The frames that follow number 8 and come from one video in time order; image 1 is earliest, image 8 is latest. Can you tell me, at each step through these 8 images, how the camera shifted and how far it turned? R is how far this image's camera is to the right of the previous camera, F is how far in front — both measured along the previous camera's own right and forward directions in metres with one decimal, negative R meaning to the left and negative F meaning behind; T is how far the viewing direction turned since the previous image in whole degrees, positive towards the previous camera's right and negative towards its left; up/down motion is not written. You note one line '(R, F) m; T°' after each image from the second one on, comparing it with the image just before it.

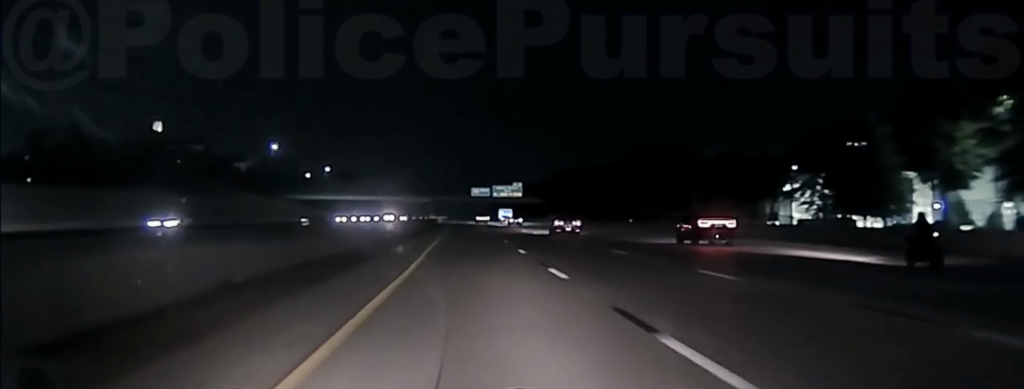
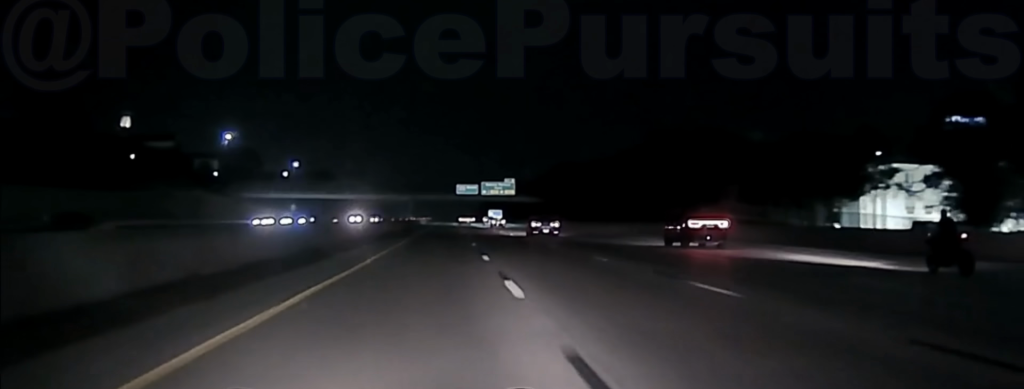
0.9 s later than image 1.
(+0.3, +28.2) m; 0°
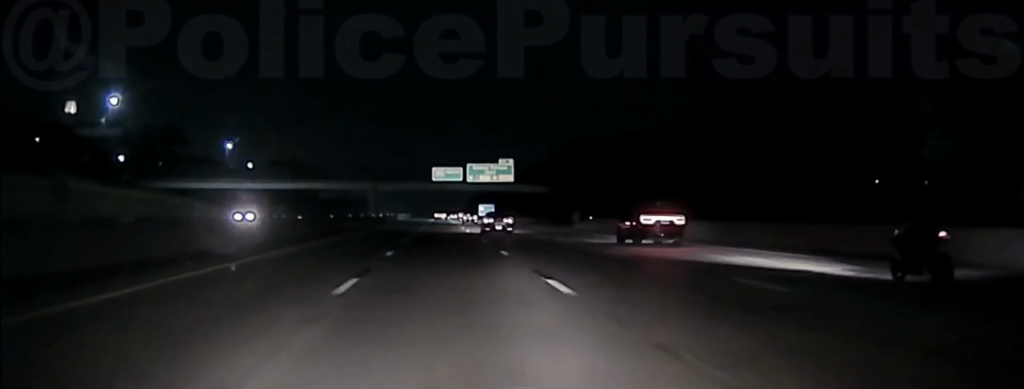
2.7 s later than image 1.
(-0.3, +50.6) m; 0°
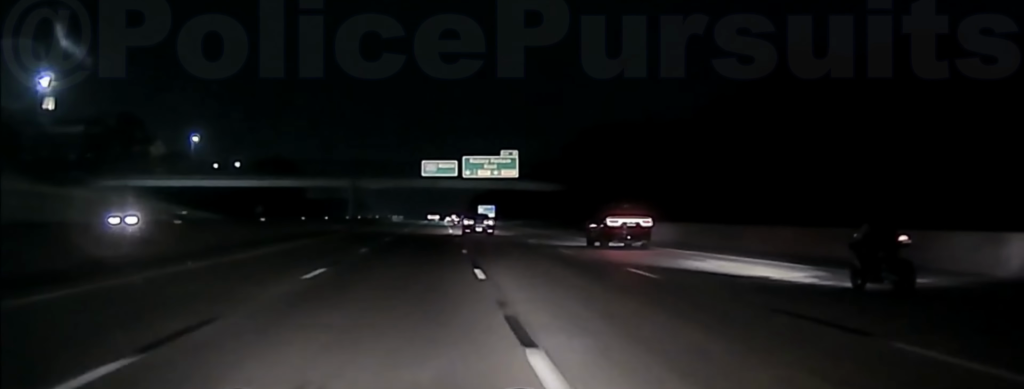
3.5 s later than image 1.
(+0.3, +20.7) m; +1°
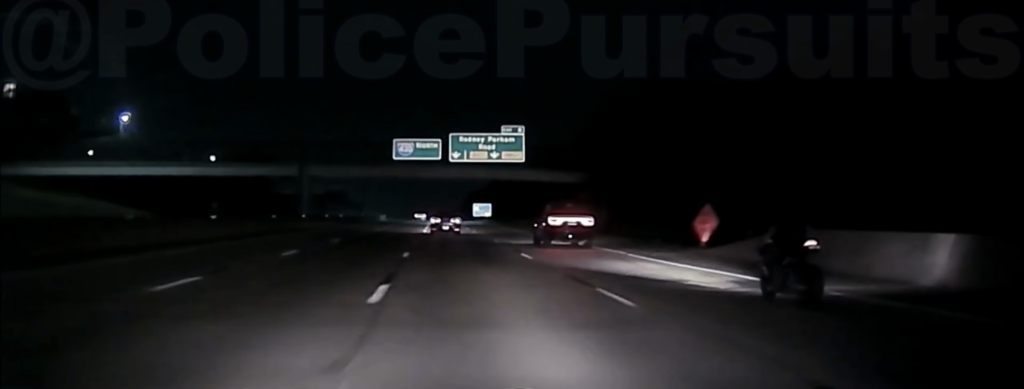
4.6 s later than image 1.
(+0.2, +27.9) m; -1°
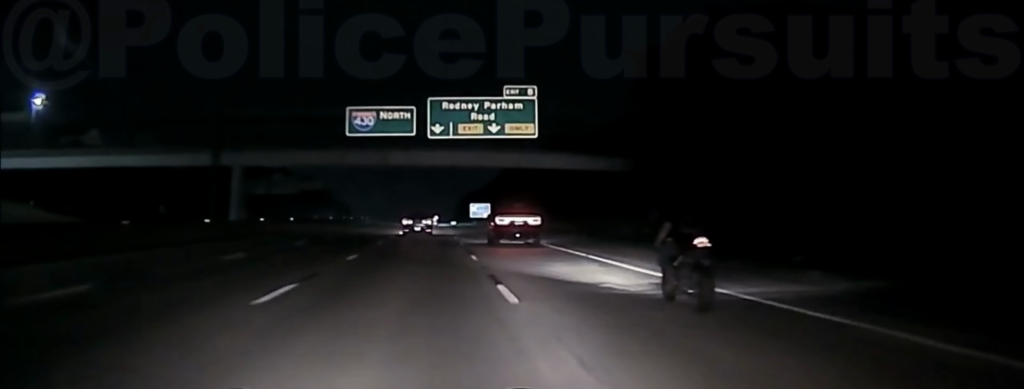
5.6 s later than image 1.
(-0.4, +25.0) m; -1°
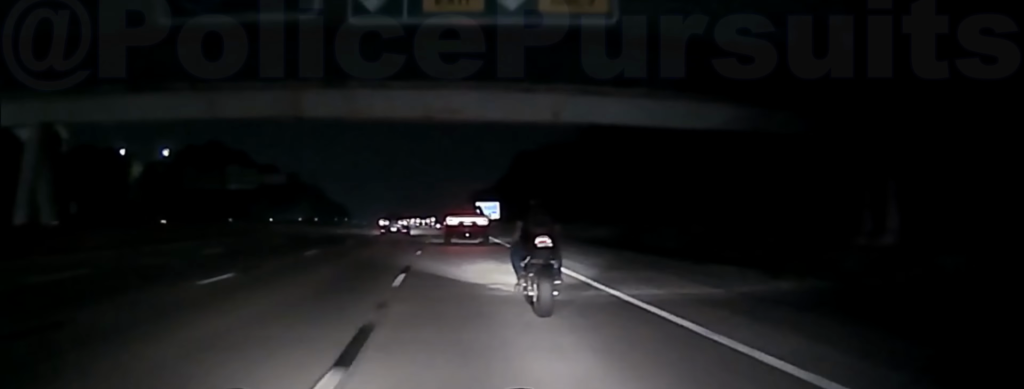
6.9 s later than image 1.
(+0.1, +32.5) m; 0°
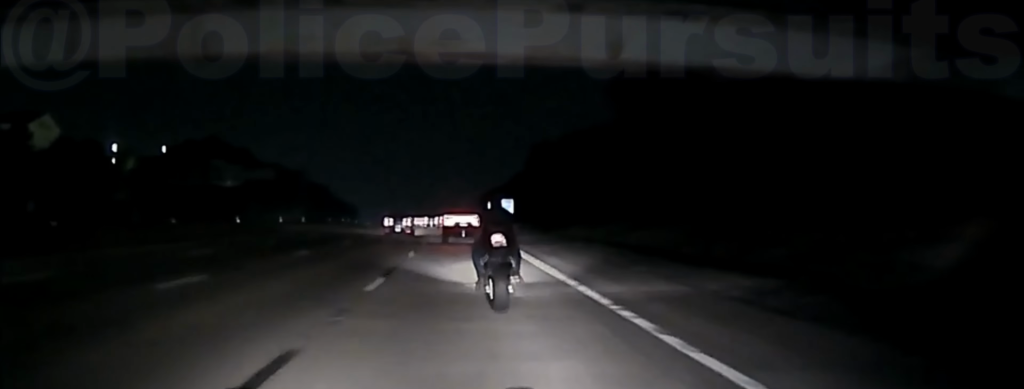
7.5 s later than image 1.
(+0.1, +15.7) m; 0°
